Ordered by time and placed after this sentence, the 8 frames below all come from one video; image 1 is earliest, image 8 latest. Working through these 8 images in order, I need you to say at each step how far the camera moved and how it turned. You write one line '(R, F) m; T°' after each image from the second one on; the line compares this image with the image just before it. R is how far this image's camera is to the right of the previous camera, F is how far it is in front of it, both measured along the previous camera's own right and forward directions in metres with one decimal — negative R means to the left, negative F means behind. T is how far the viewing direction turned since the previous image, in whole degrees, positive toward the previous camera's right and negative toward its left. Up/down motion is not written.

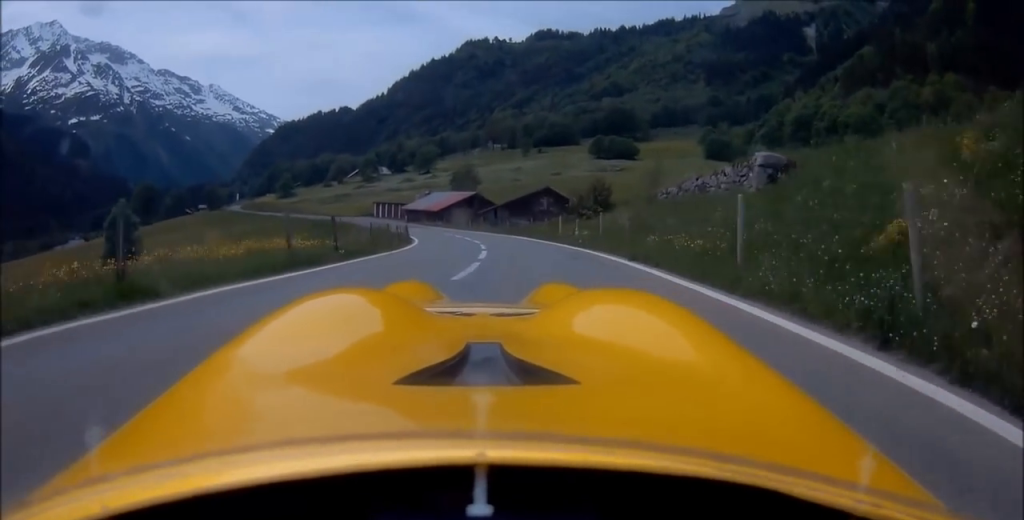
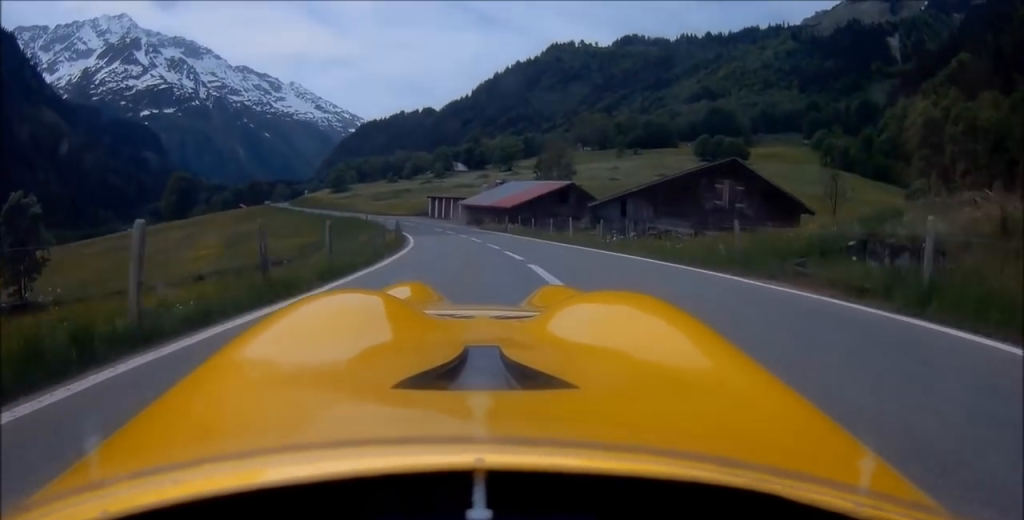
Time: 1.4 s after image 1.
(-2.3, +30.5) m; -11°
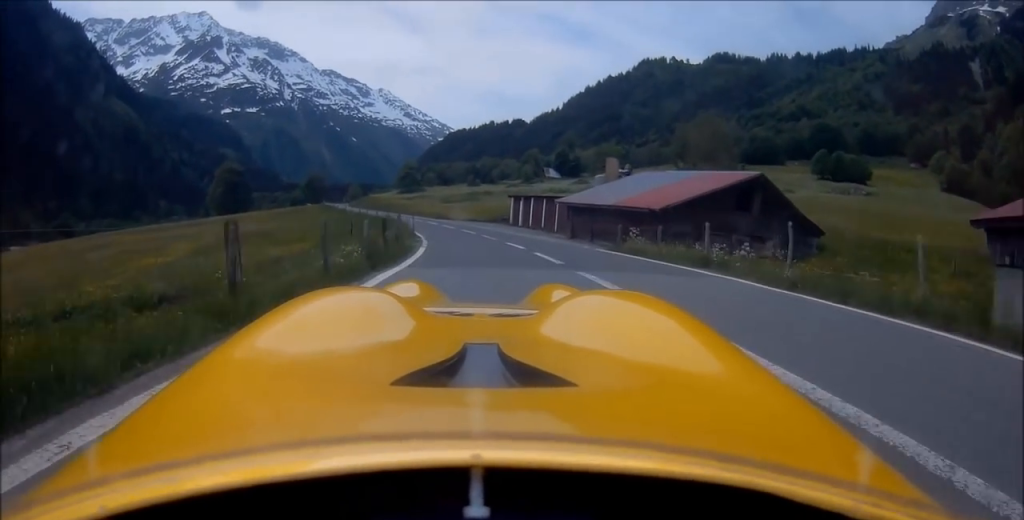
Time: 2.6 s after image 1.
(-2.3, +25.9) m; -8°
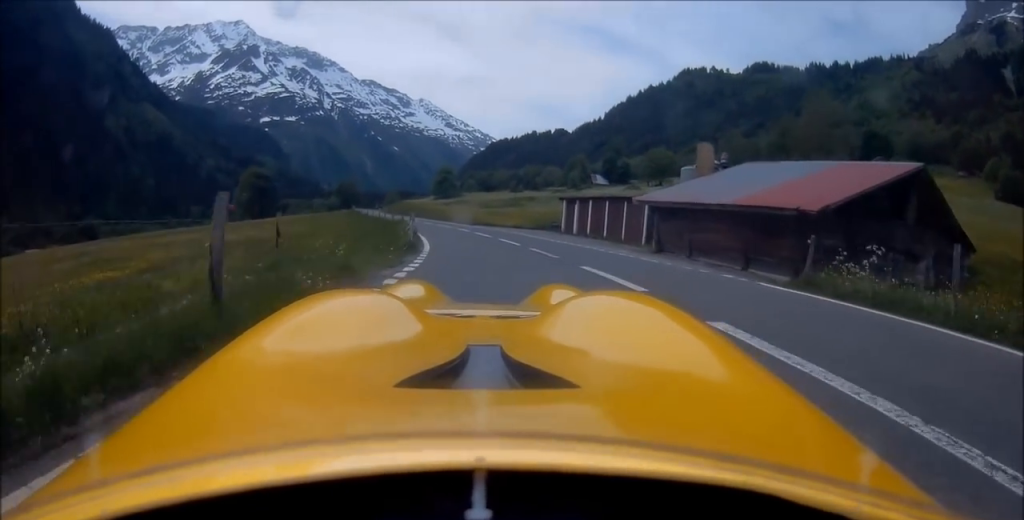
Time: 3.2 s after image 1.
(-0.2, +11.1) m; -3°
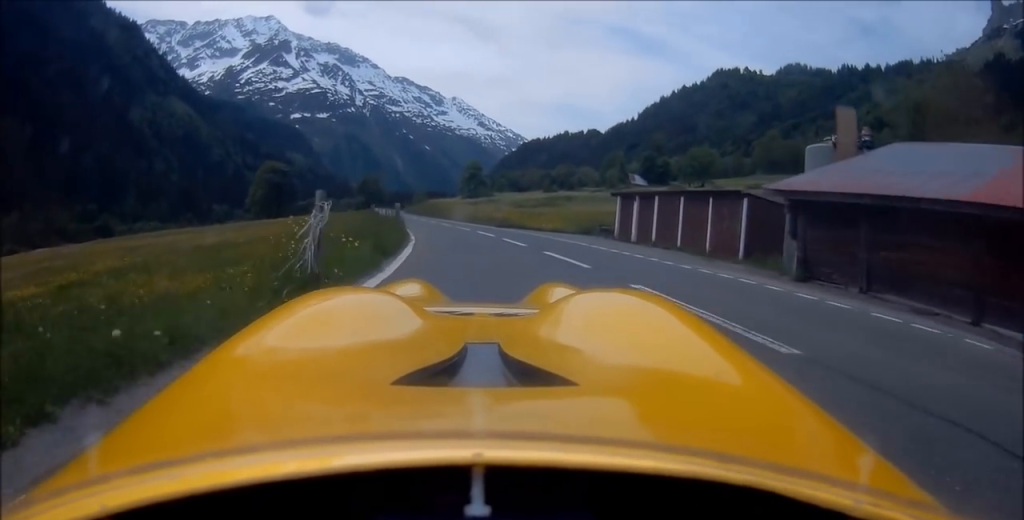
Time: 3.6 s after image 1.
(-0.3, +10.2) m; -3°
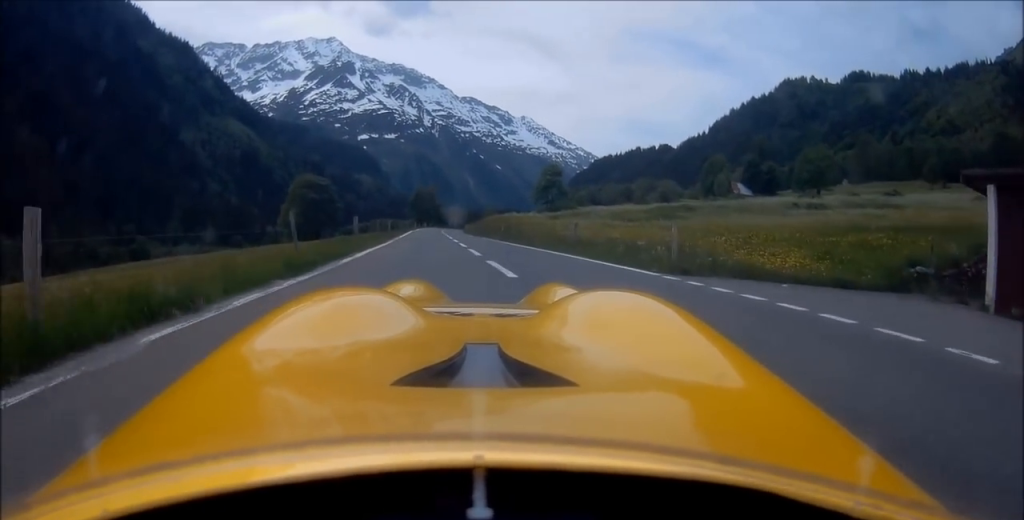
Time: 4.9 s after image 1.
(-1.6, +26.2) m; -5°
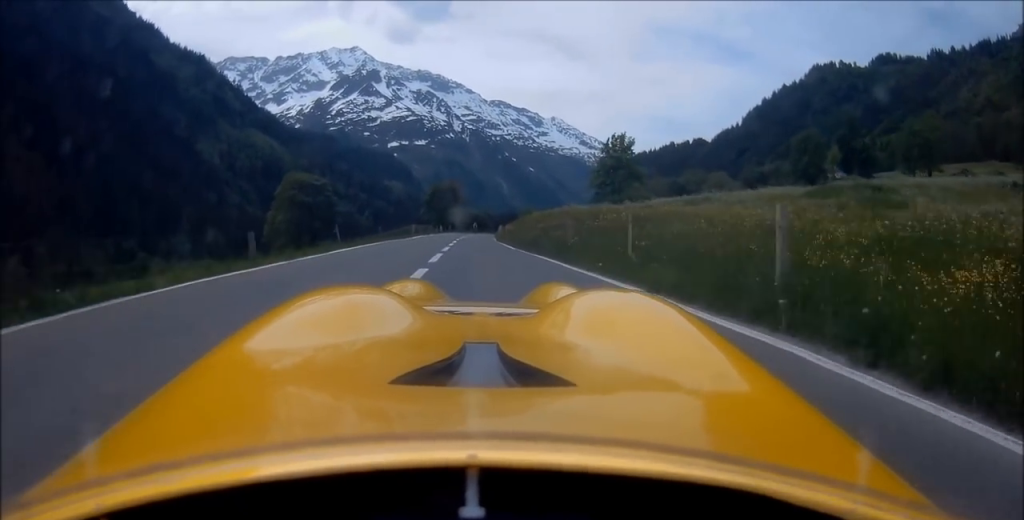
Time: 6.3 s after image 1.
(-0.8, +28.8) m; -4°
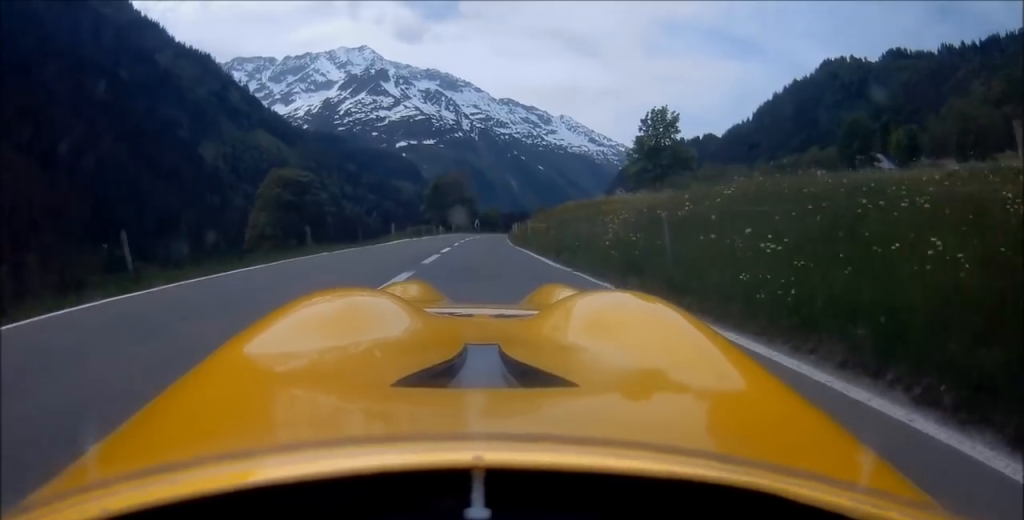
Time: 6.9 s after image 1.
(-0.4, +13.3) m; -1°
